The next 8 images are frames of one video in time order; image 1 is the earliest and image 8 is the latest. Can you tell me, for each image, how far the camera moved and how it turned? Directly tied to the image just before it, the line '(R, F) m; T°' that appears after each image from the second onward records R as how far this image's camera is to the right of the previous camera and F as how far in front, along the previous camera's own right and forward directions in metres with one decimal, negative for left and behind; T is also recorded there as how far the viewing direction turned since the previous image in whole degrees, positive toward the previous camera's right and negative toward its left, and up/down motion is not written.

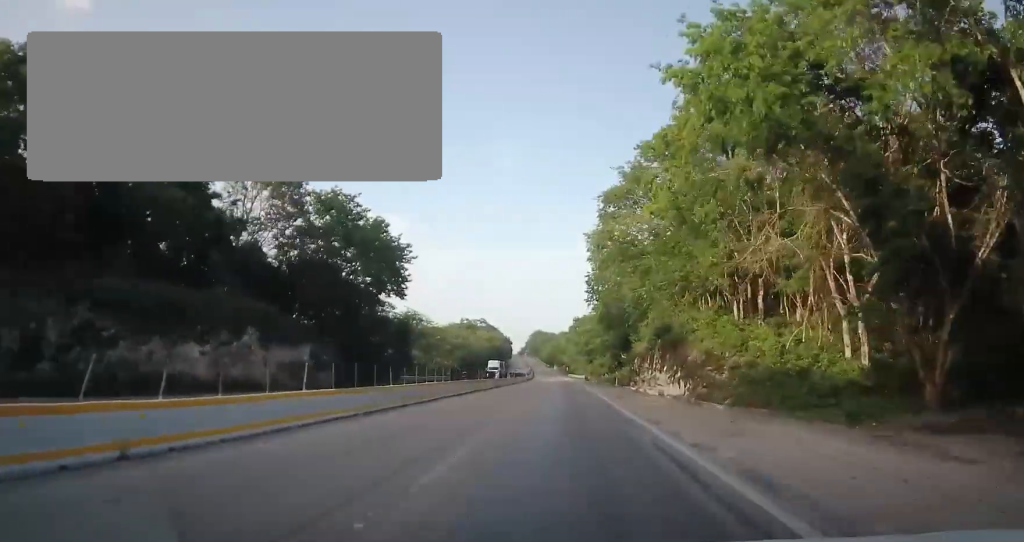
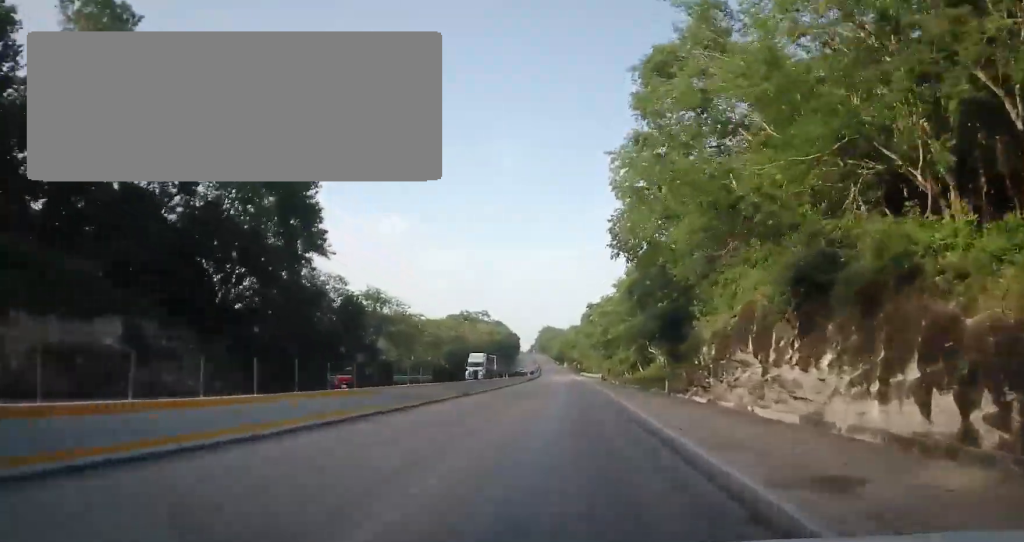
(+0.2, +22.7) m; +1°
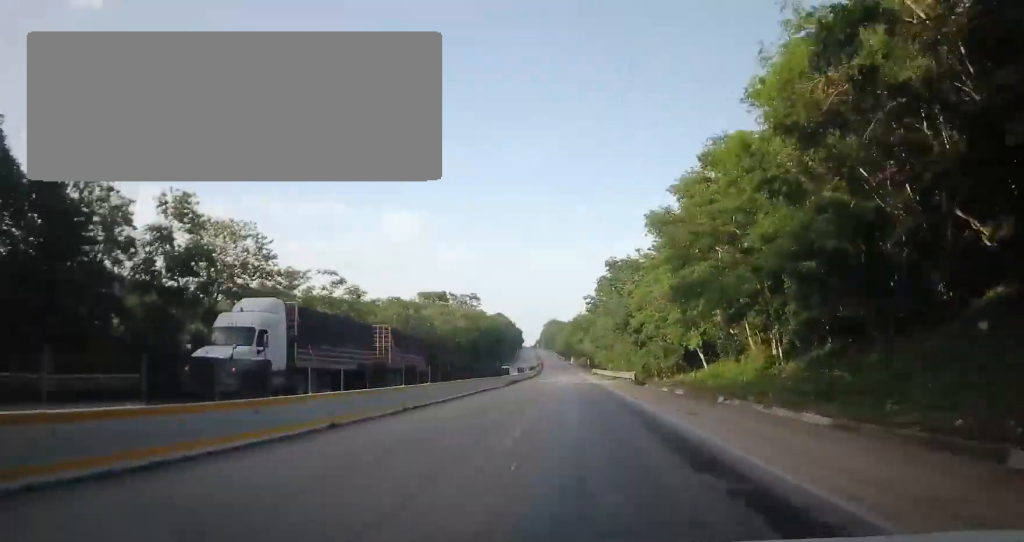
(0.0, +37.4) m; -2°
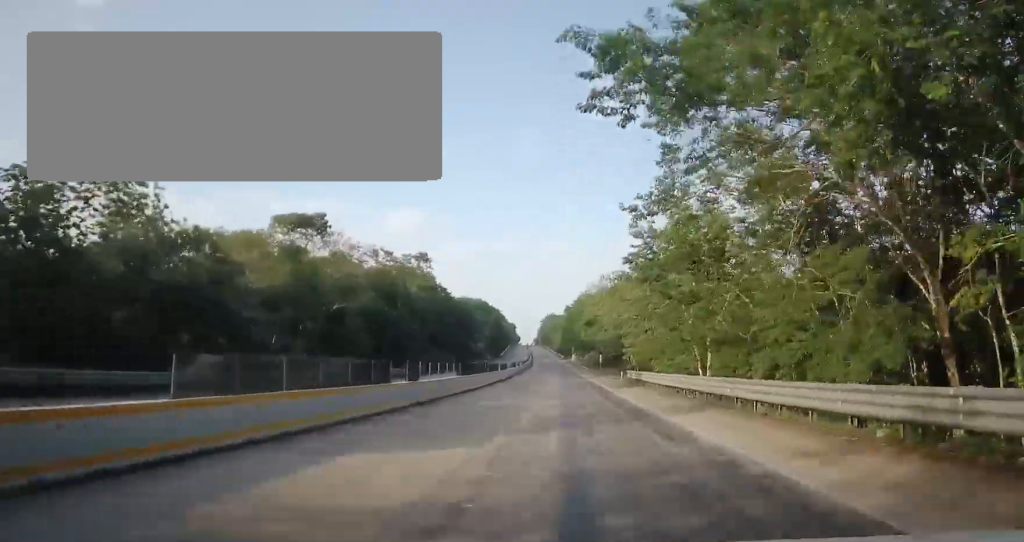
(-1.9, +60.5) m; -2°
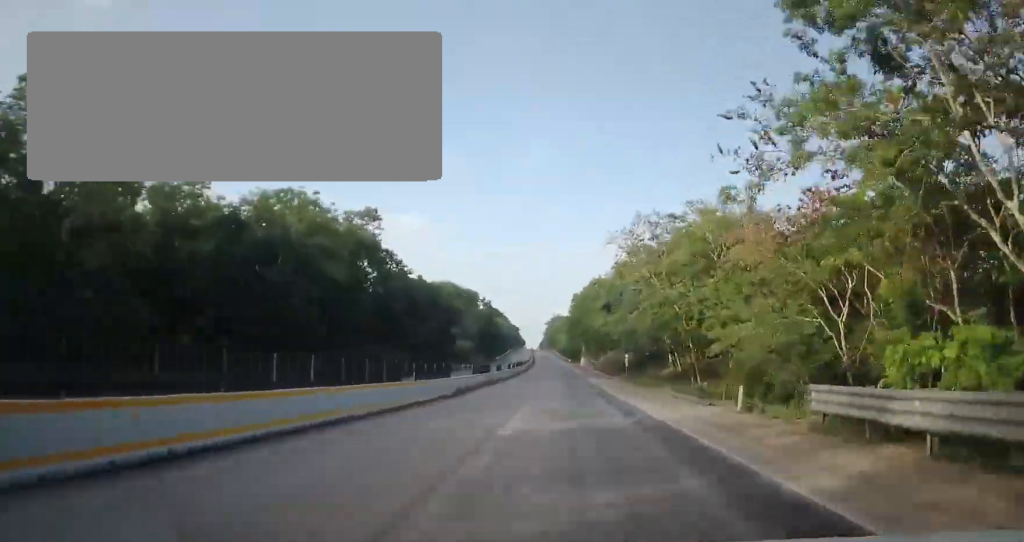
(-0.1, +33.9) m; 0°
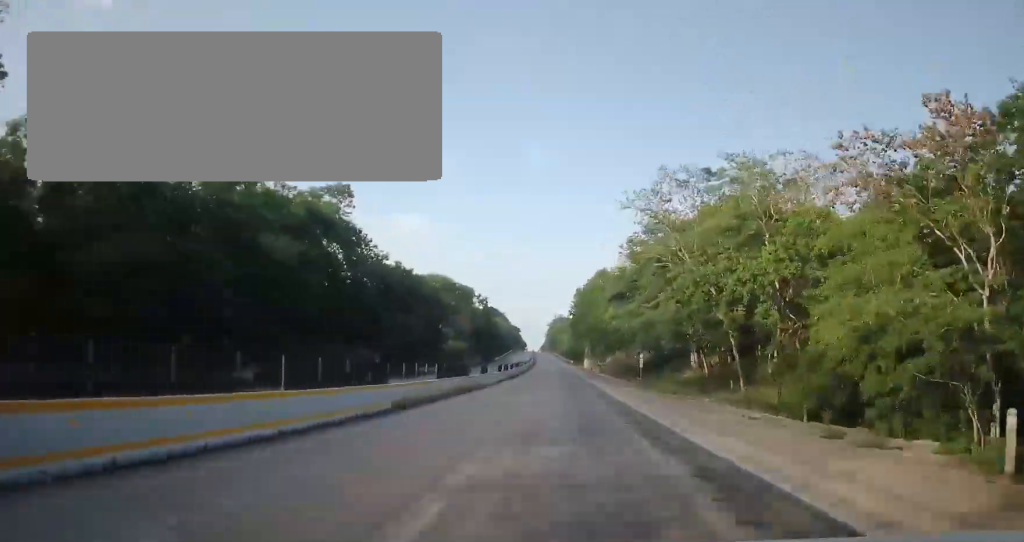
(+0.1, +11.3) m; 0°
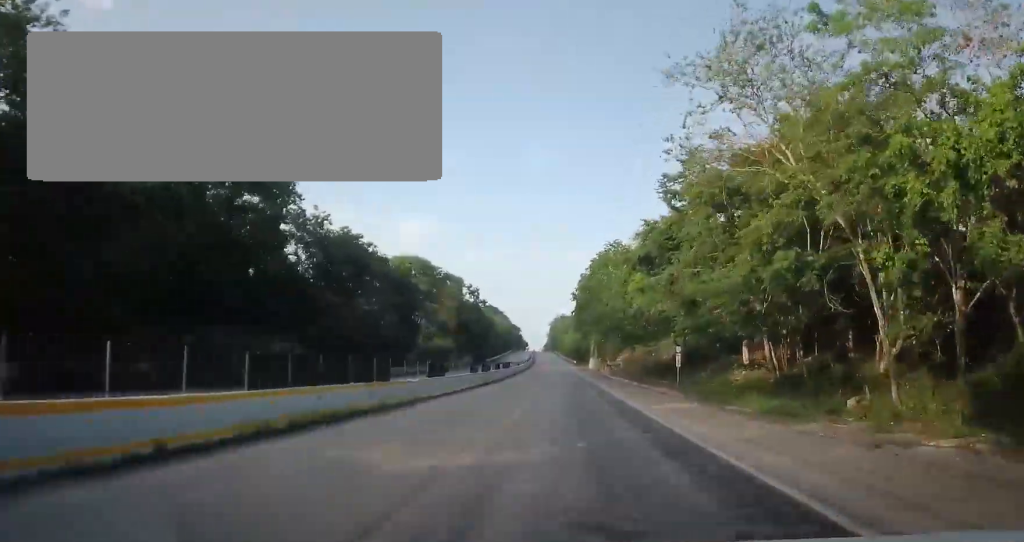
(0.0, +17.3) m; 0°
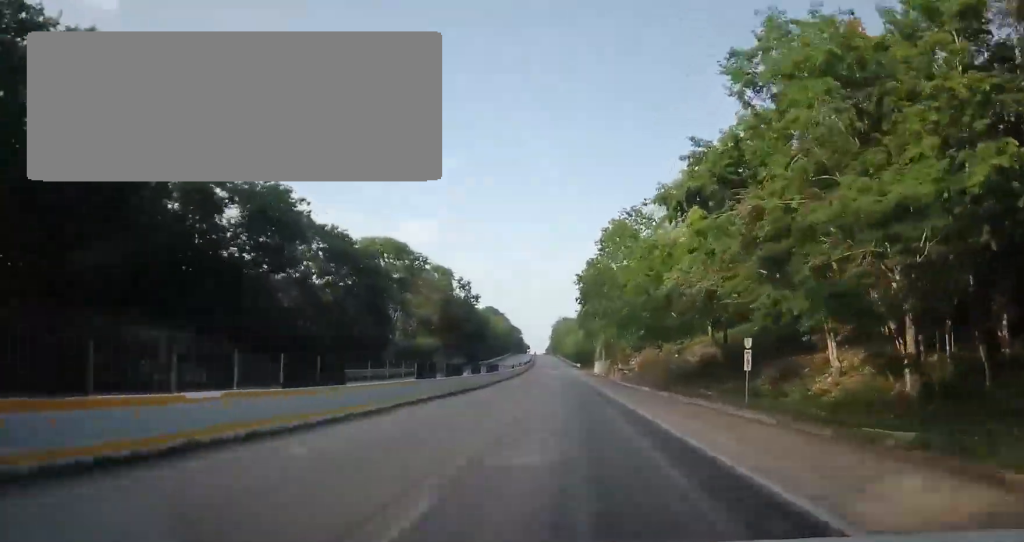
(+0.1, +14.1) m; 0°
